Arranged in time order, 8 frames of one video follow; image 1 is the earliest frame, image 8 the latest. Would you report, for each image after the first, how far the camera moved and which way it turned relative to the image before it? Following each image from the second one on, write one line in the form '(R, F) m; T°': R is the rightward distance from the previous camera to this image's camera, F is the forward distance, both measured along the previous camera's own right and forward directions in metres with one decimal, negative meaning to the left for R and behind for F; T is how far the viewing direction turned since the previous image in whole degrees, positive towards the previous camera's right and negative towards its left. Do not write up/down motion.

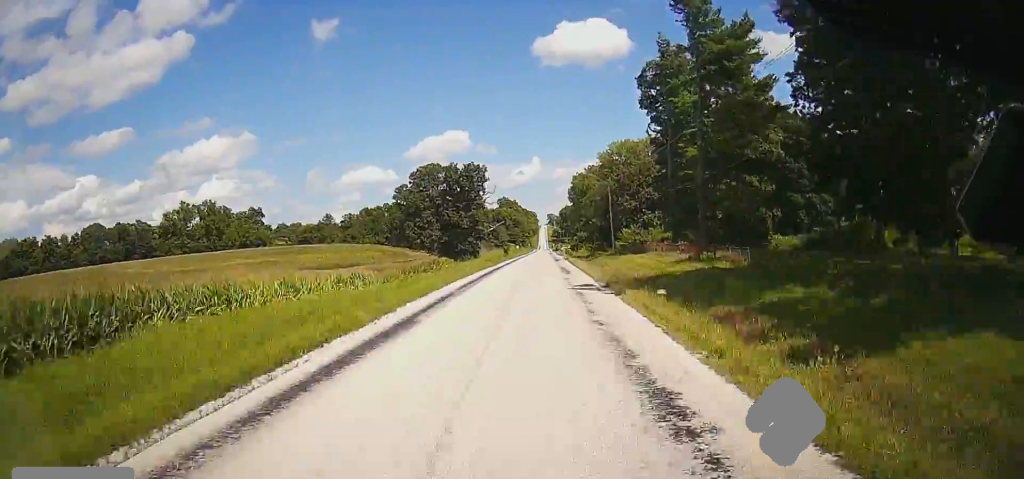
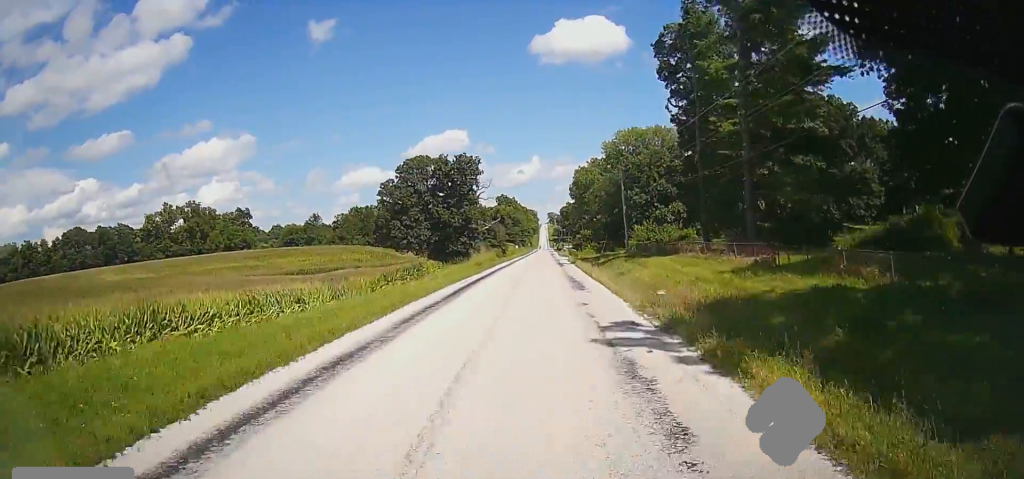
(0.0, +13.1) m; 0°
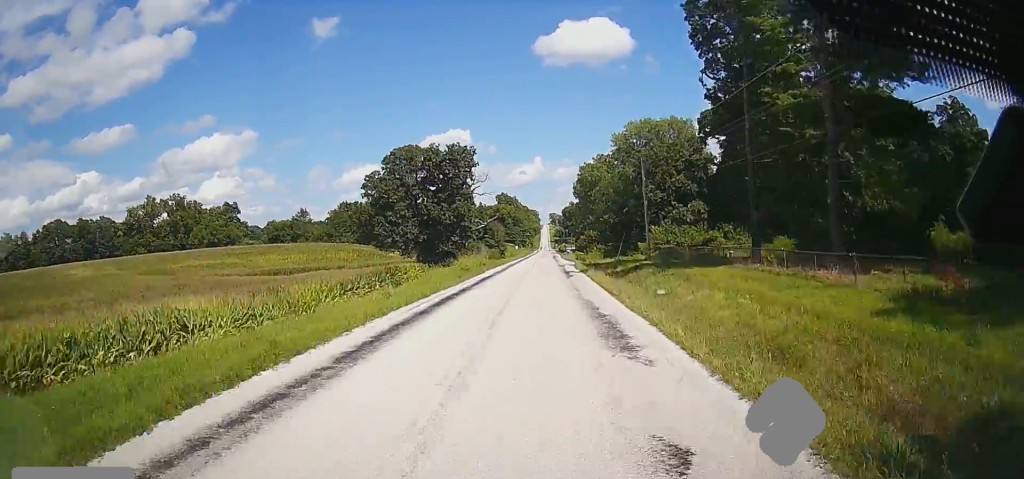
(-0.1, +12.4) m; 0°
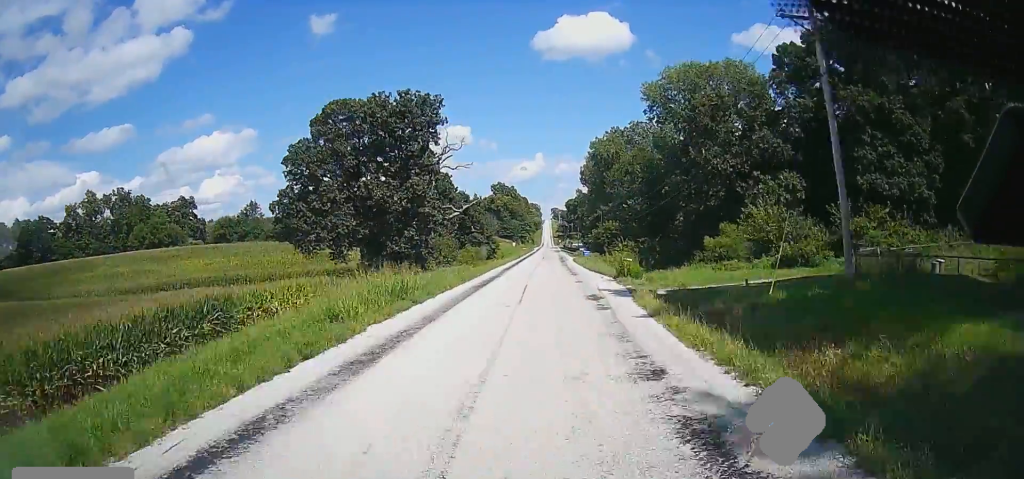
(0.0, +35.9) m; 0°
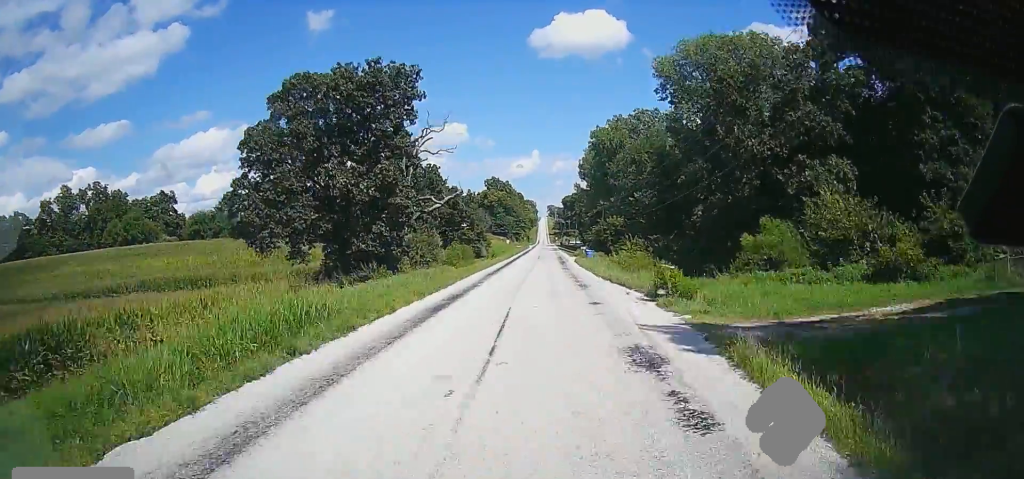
(0.0, +11.4) m; 0°
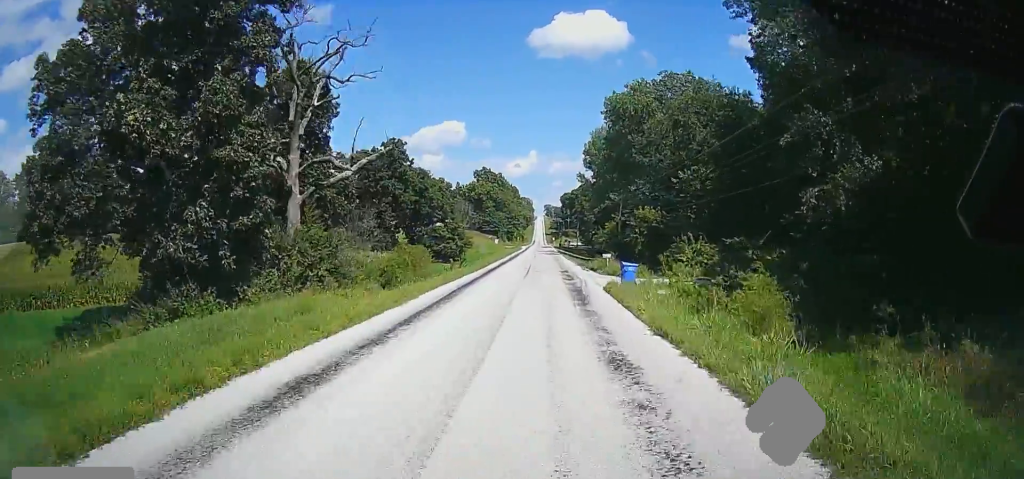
(+0.3, +30.7) m; 0°
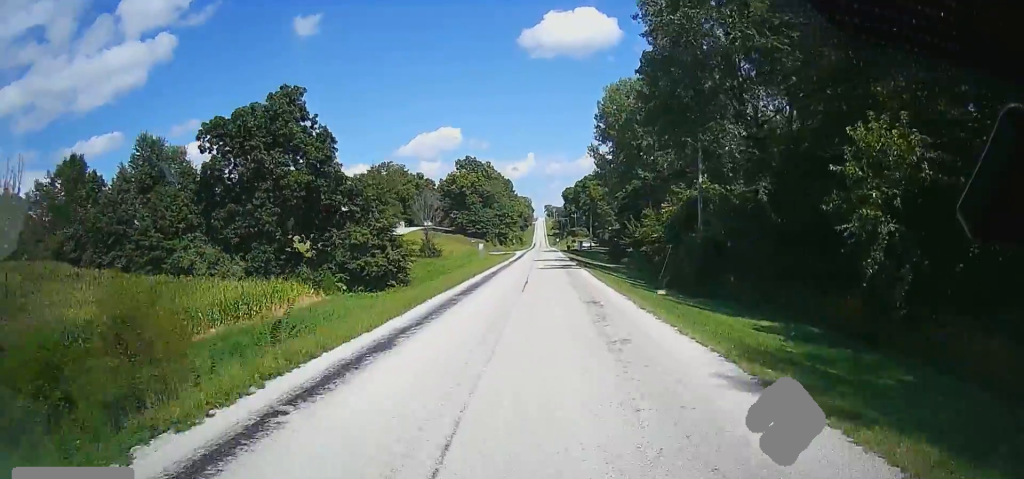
(0.0, +43.1) m; 0°
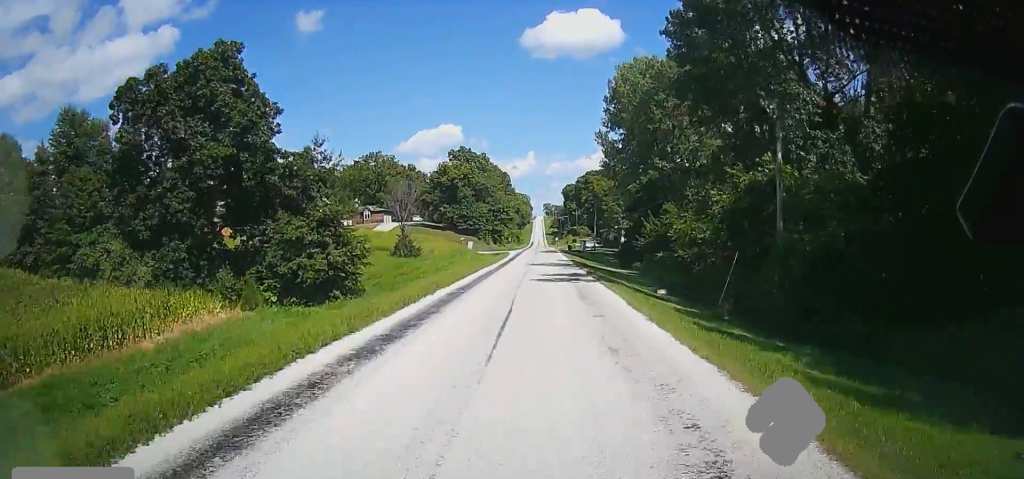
(0.0, +13.9) m; 0°
